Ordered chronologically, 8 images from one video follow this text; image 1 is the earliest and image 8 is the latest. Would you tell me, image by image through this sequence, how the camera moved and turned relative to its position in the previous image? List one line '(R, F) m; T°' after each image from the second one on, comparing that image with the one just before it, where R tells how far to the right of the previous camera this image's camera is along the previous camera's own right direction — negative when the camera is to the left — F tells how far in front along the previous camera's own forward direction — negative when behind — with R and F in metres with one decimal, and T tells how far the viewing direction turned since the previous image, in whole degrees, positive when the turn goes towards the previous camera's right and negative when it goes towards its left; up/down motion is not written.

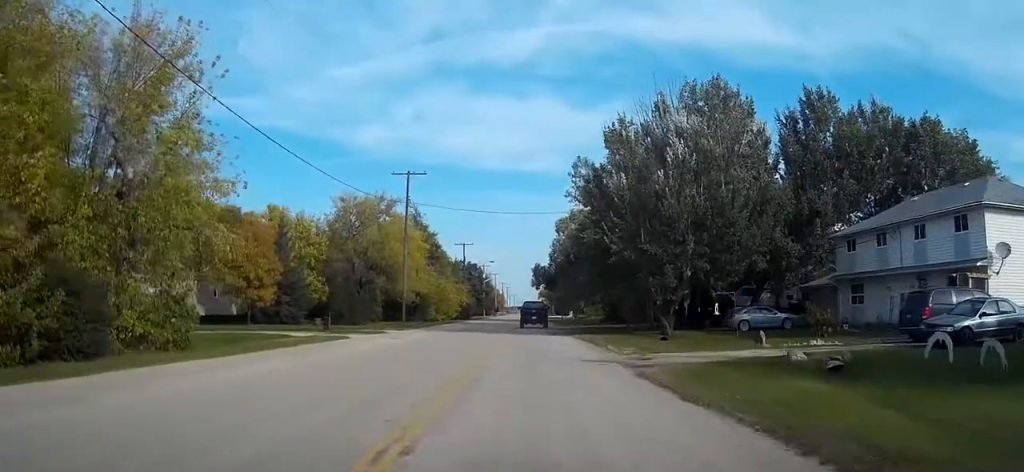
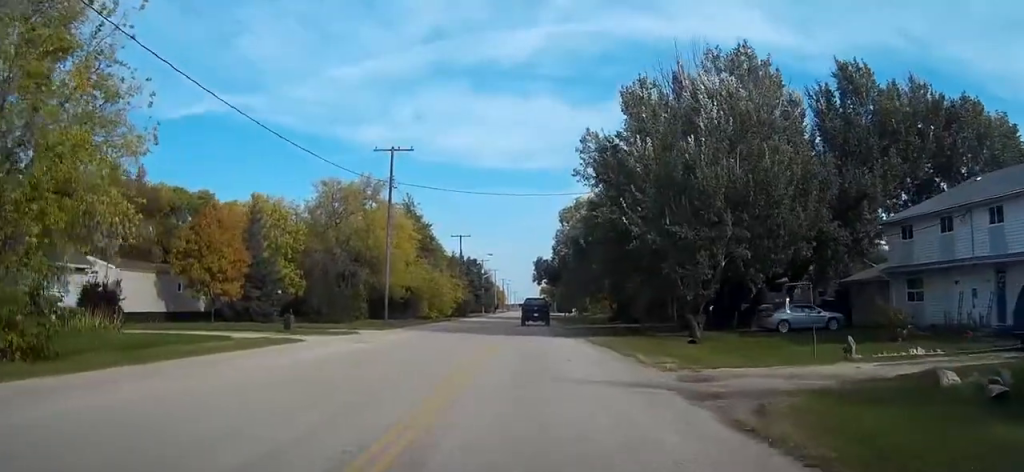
(0.0, +6.9) m; +1°
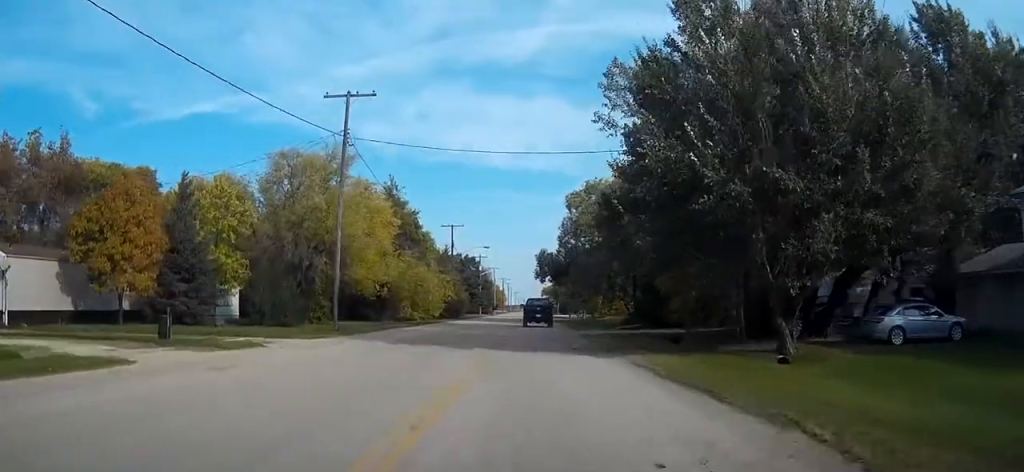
(+0.2, +12.3) m; +1°
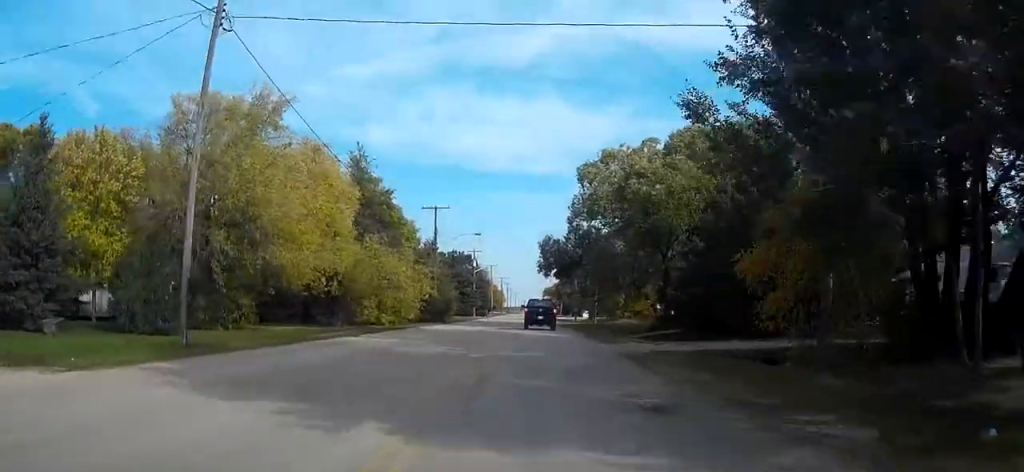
(-0.1, +15.2) m; -1°
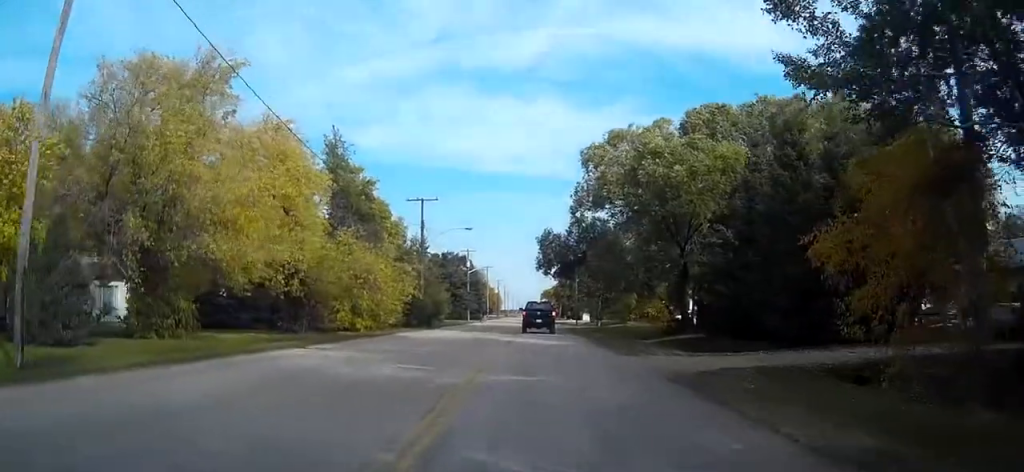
(-0.1, +6.9) m; 0°
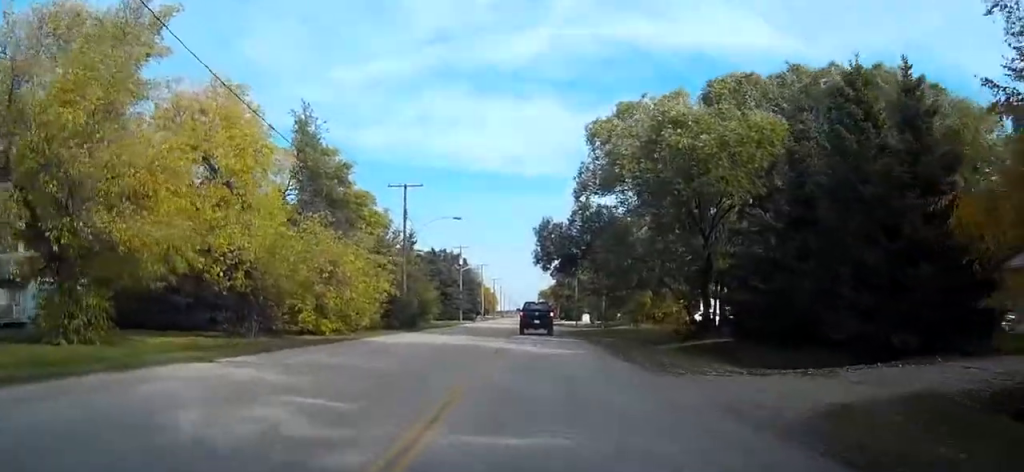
(0.0, +6.8) m; 0°
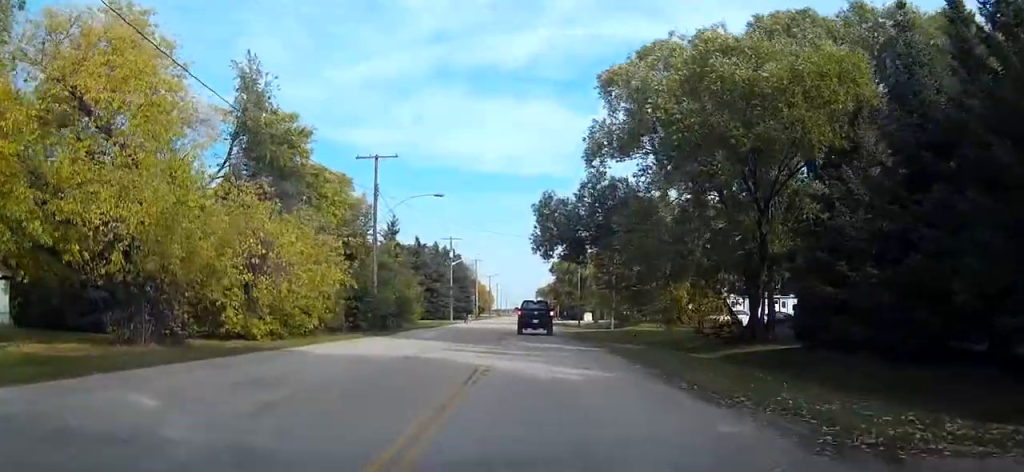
(0.0, +9.5) m; 0°
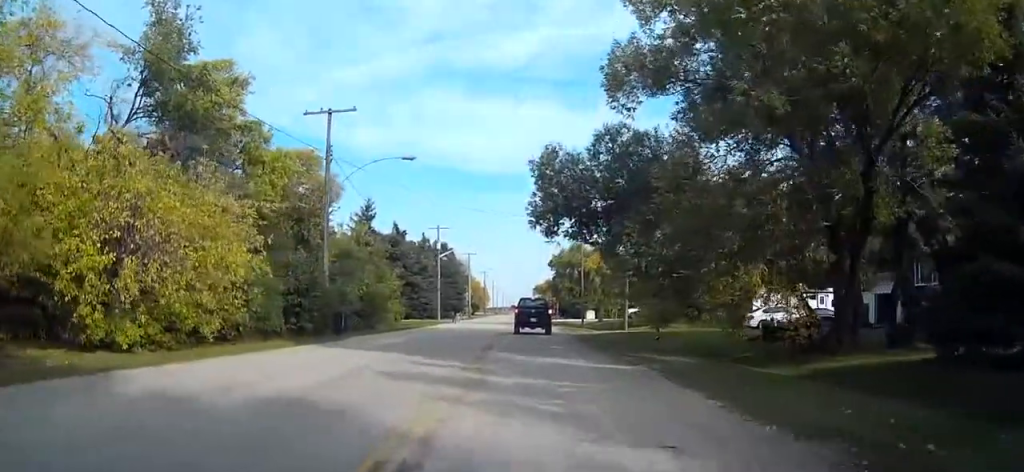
(0.0, +9.9) m; 0°
